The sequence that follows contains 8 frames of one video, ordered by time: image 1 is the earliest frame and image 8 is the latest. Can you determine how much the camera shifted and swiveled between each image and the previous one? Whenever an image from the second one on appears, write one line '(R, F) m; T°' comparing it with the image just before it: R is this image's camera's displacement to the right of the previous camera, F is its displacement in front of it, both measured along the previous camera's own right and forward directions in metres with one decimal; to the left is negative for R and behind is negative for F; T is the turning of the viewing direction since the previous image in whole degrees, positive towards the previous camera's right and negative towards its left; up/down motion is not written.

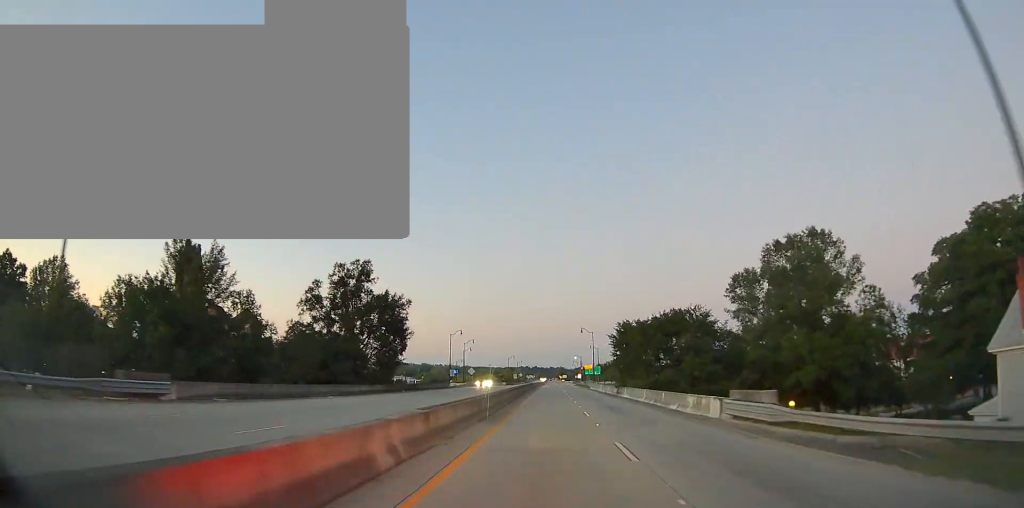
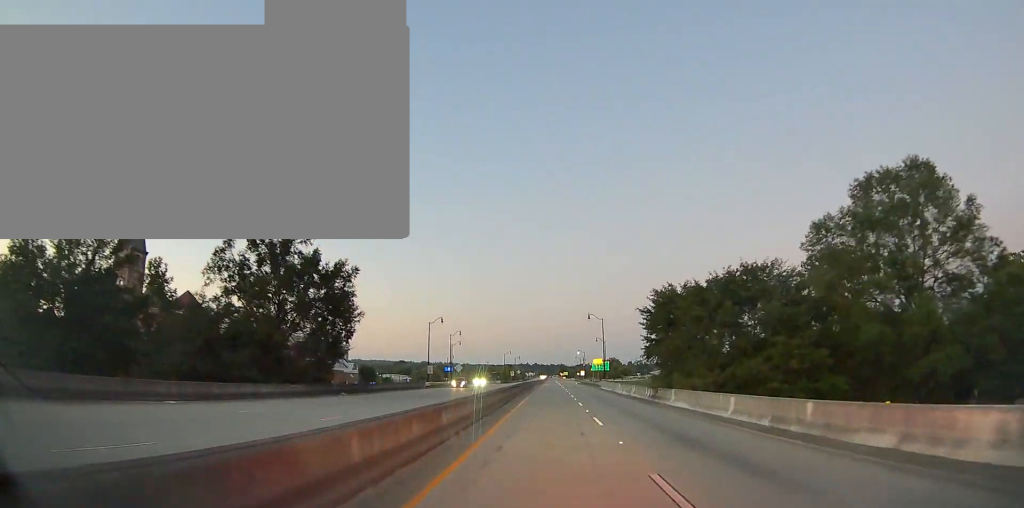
(0.0, +18.7) m; 0°
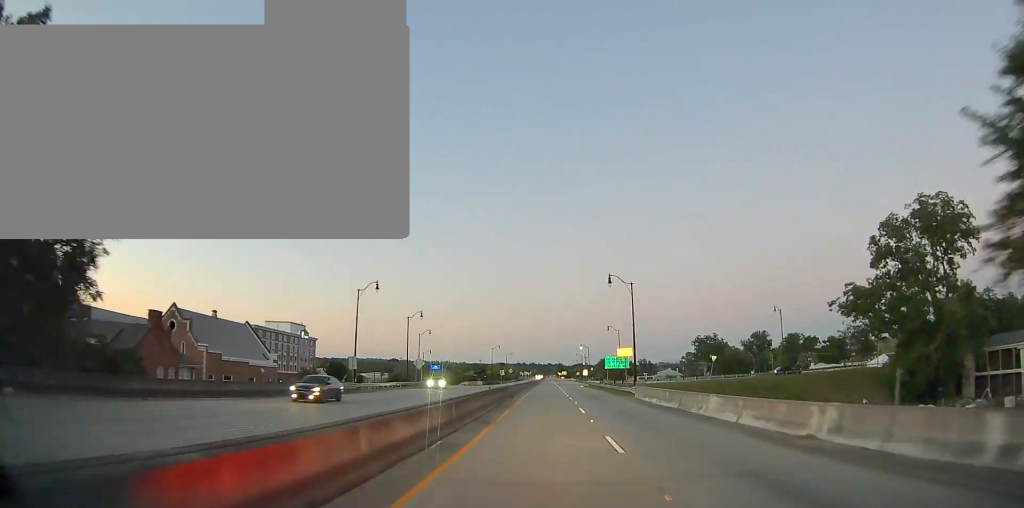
(0.0, +30.7) m; 0°
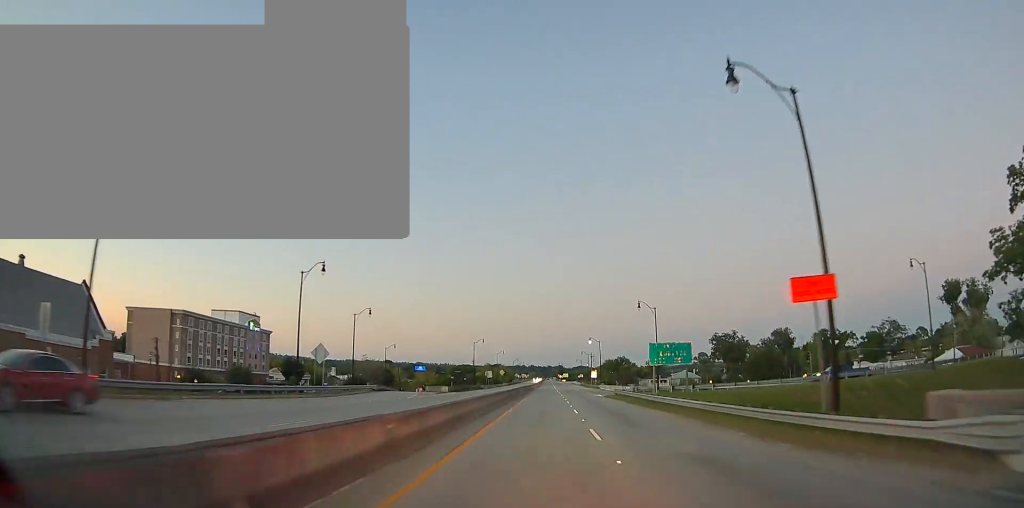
(0.0, +34.8) m; 0°
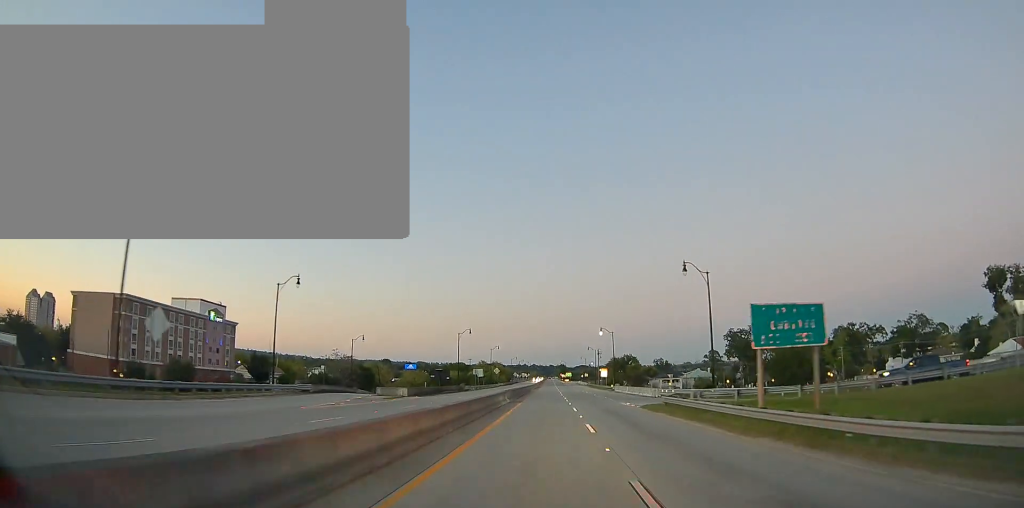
(0.0, +21.1) m; 0°
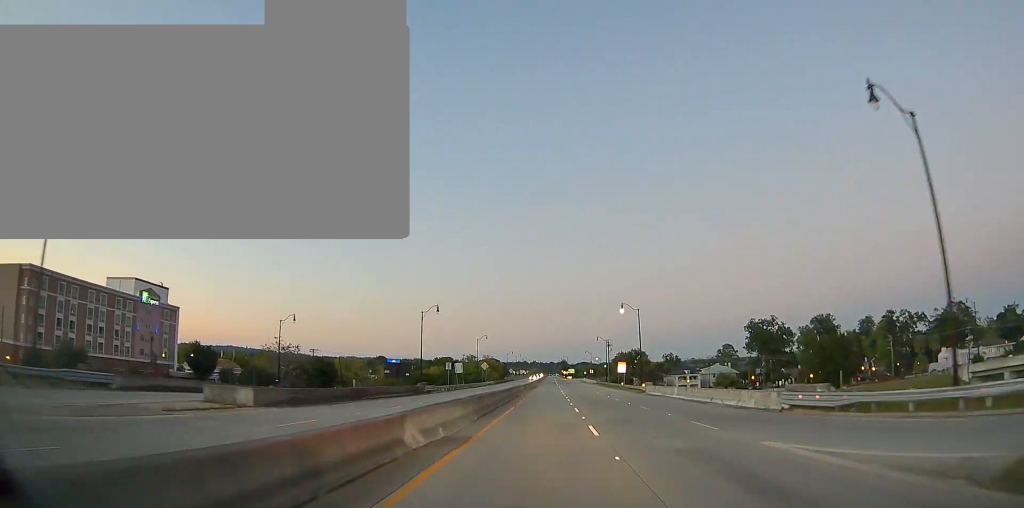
(0.0, +27.2) m; 0°
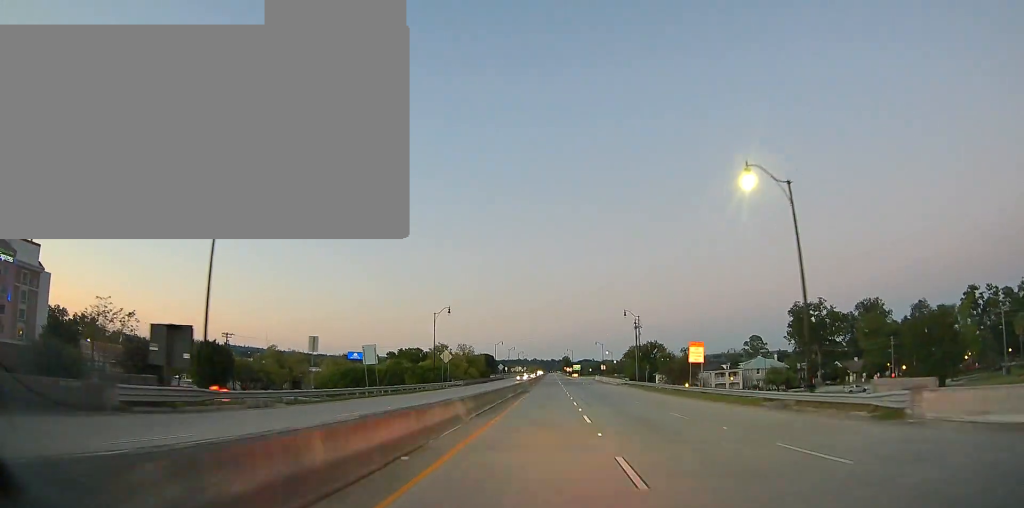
(0.0, +42.4) m; 0°
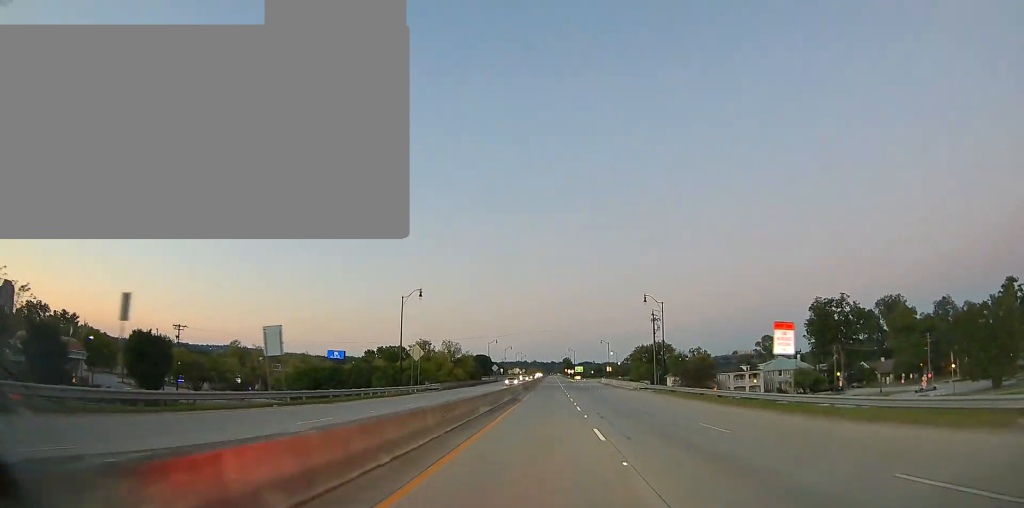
(+0.1, +16.2) m; 0°
